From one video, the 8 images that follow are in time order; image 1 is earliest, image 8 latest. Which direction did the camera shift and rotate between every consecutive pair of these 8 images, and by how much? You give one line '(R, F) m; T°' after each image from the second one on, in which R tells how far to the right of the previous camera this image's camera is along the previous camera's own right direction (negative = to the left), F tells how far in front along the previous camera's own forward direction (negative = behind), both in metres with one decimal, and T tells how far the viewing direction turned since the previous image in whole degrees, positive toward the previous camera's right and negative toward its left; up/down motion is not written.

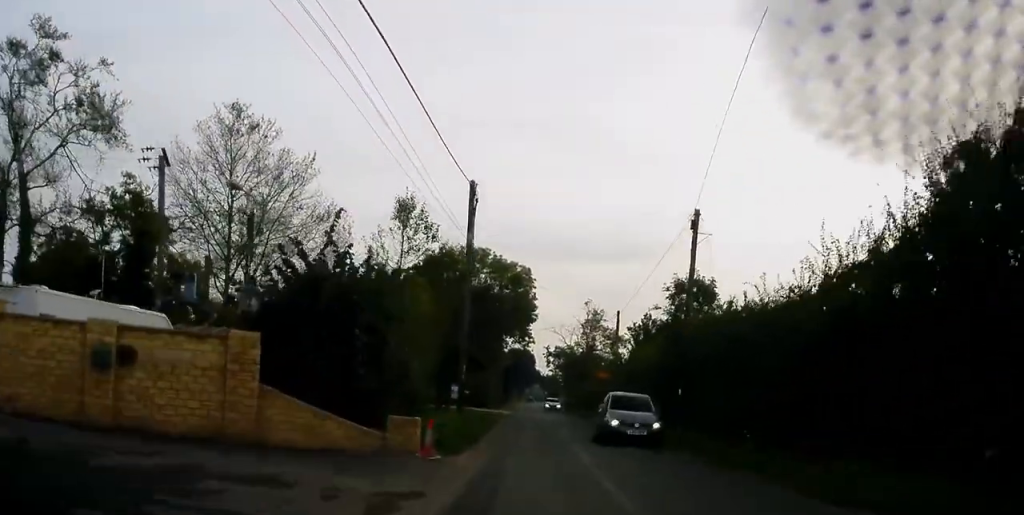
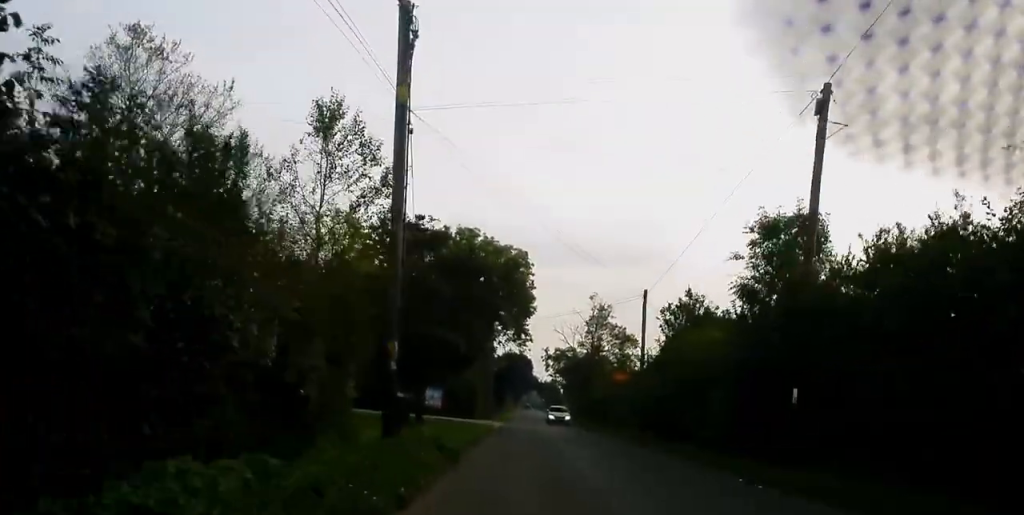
(-0.1, +12.8) m; 0°
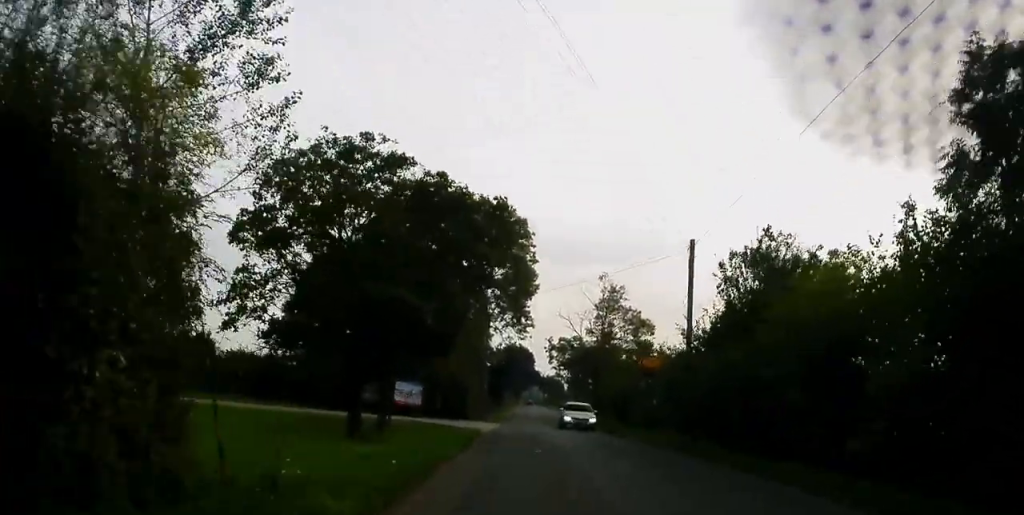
(-0.4, +10.6) m; 0°
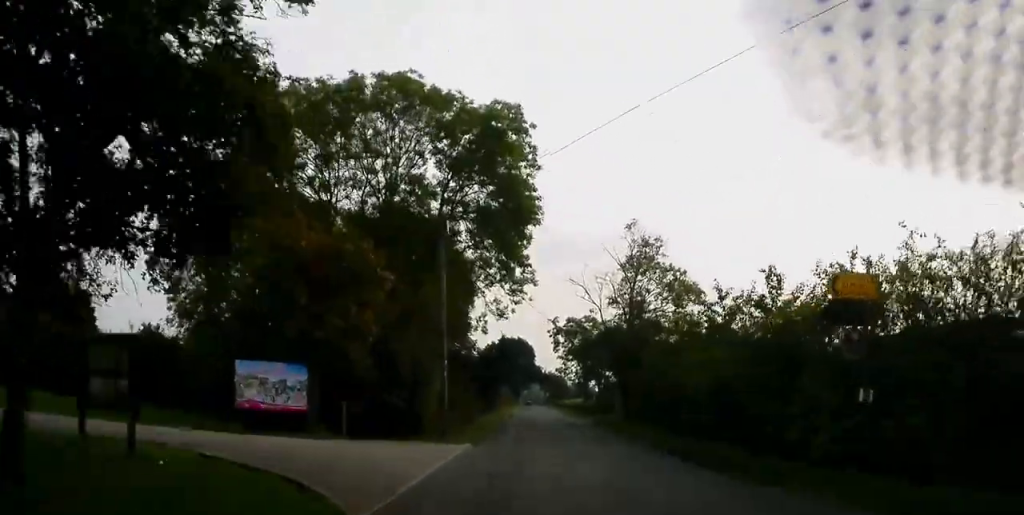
(+0.6, +22.0) m; 0°
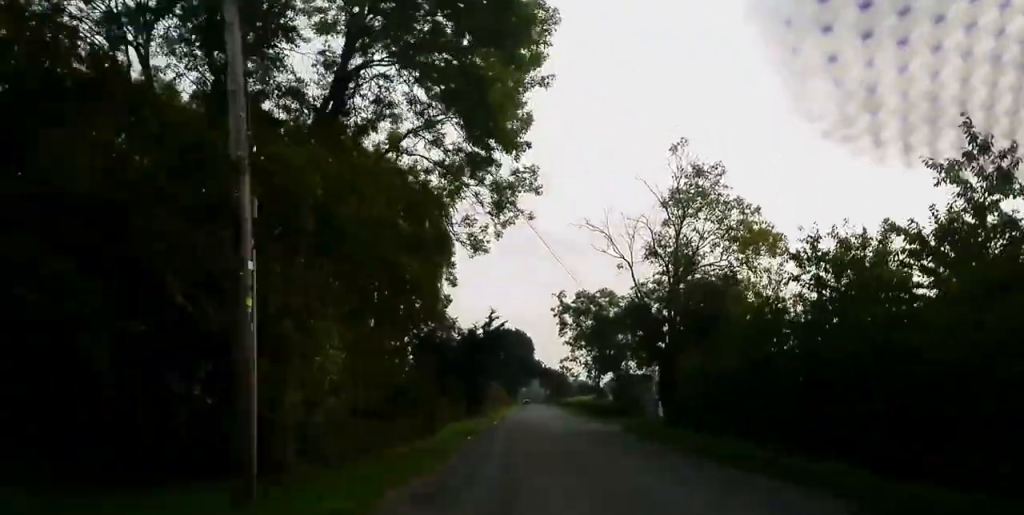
(-0.4, +17.4) m; 0°
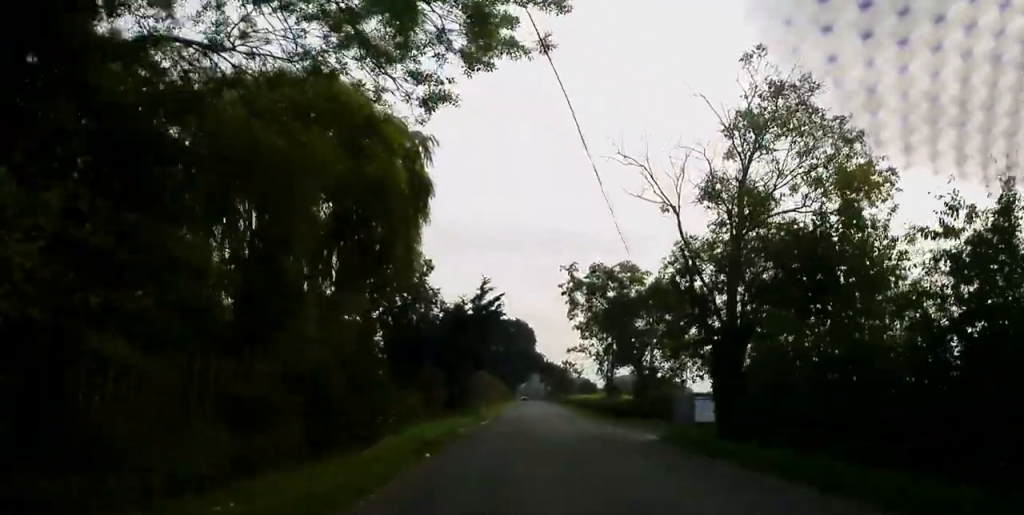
(+0.3, +11.1) m; 0°
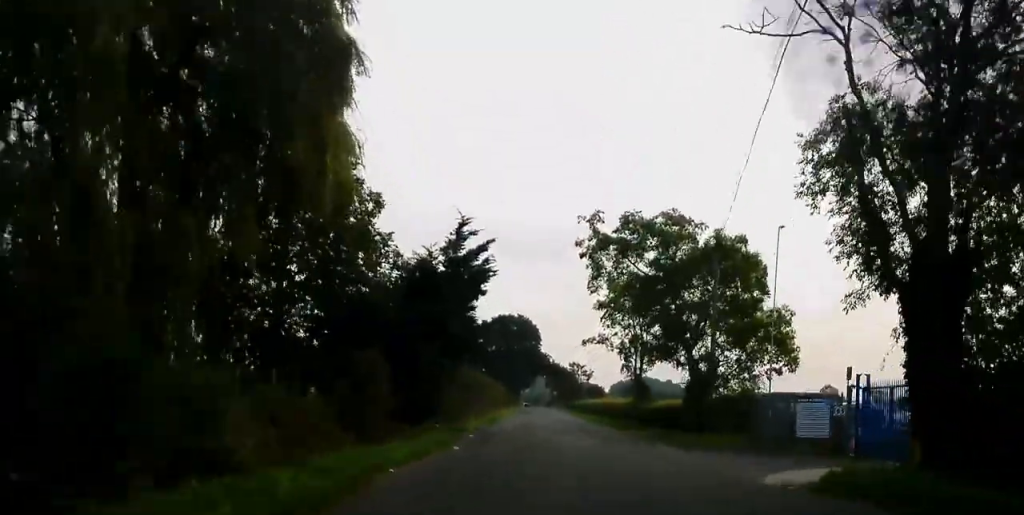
(0.0, +14.8) m; 0°
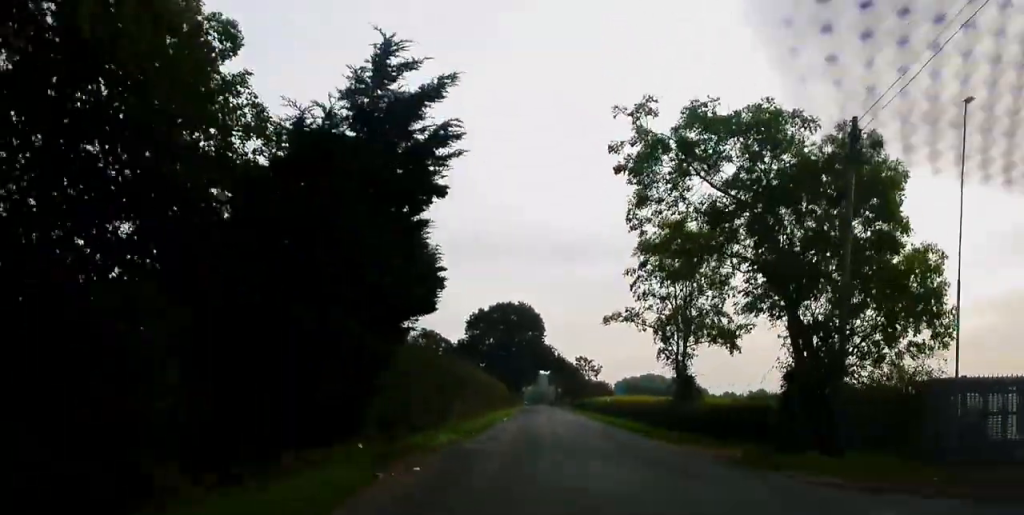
(-0.3, +13.4) m; 0°
